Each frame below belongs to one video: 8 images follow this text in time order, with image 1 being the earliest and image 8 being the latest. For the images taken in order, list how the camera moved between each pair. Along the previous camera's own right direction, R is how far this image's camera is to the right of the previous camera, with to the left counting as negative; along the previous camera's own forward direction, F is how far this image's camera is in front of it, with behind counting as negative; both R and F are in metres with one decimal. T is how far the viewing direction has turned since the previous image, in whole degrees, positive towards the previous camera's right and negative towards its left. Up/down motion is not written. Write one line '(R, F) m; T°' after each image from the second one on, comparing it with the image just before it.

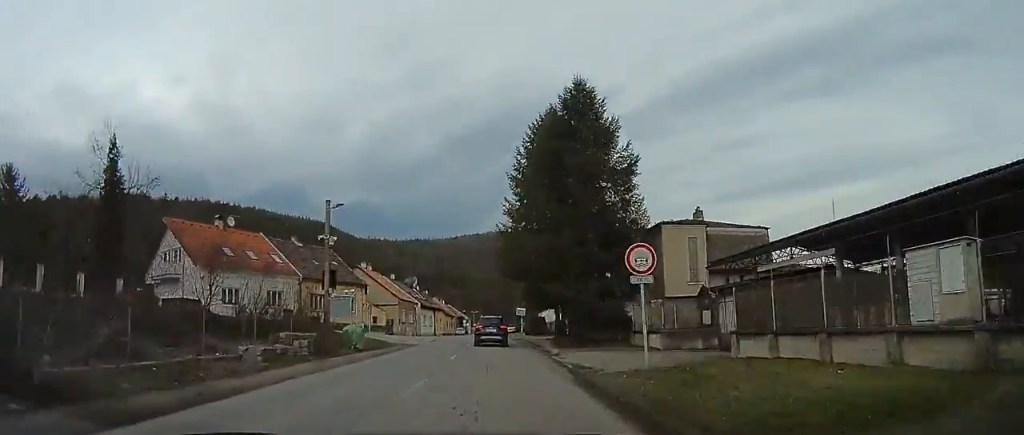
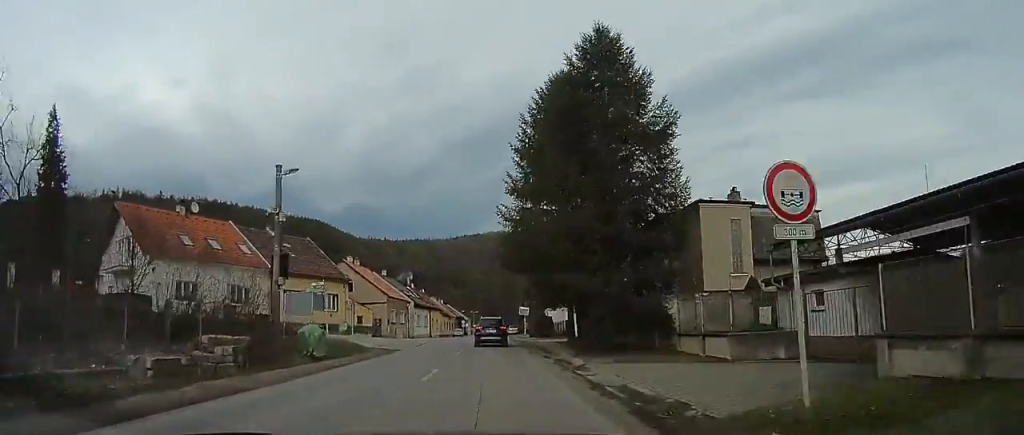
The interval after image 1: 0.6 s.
(+1.0, +6.0) m; +1°
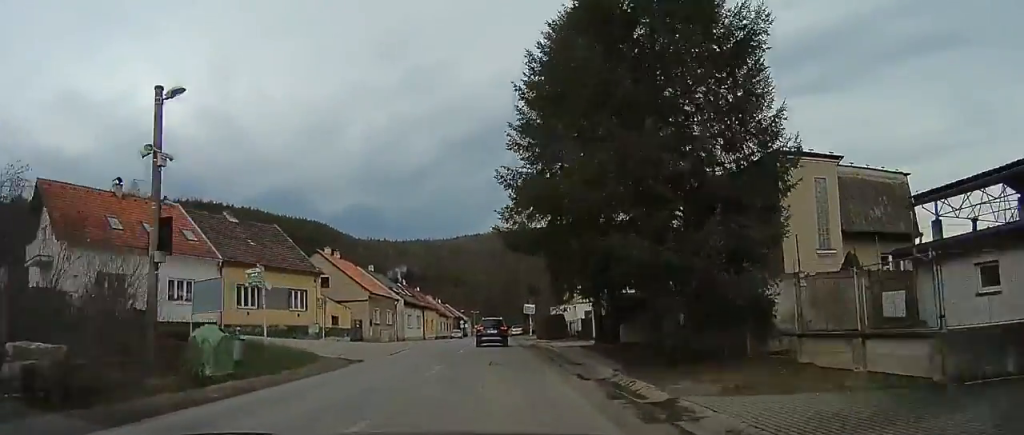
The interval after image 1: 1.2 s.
(+0.3, +6.9) m; -1°
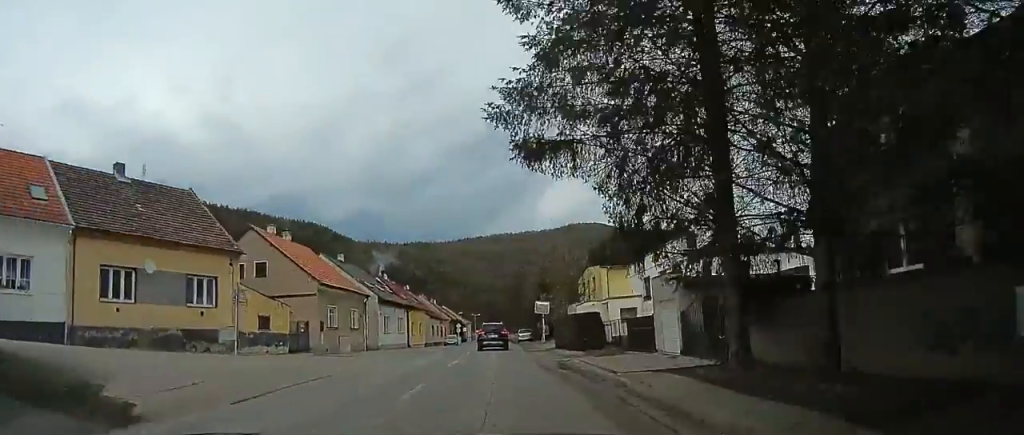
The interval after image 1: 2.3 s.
(-1.1, +12.4) m; -6°
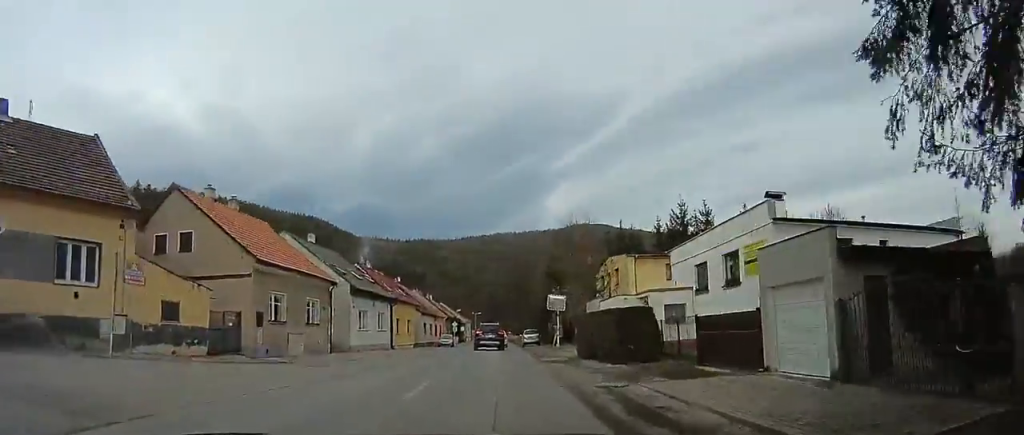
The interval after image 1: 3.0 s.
(0.0, +8.1) m; 0°
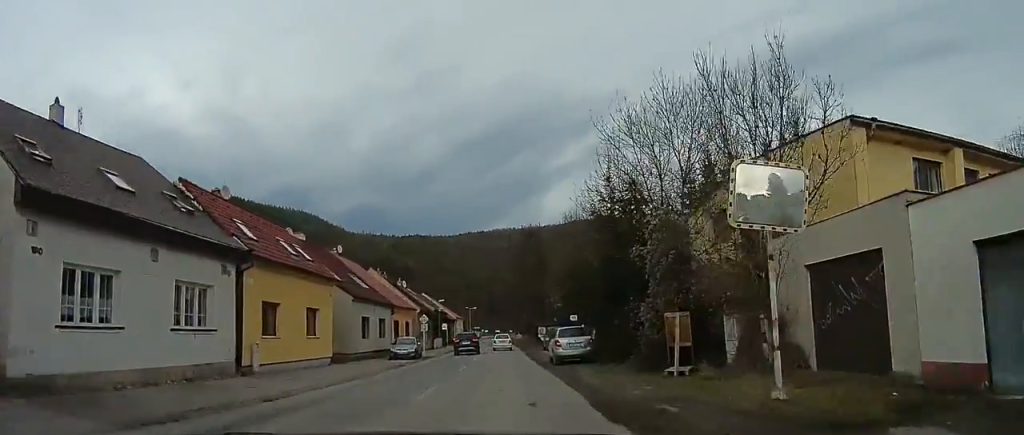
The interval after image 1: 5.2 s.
(0.0, +24.8) m; 0°
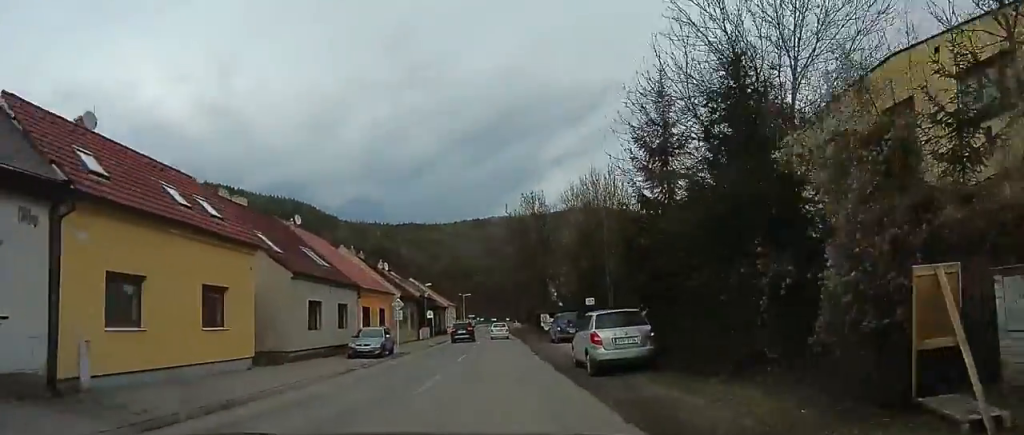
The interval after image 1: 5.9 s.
(0.0, +8.4) m; 0°
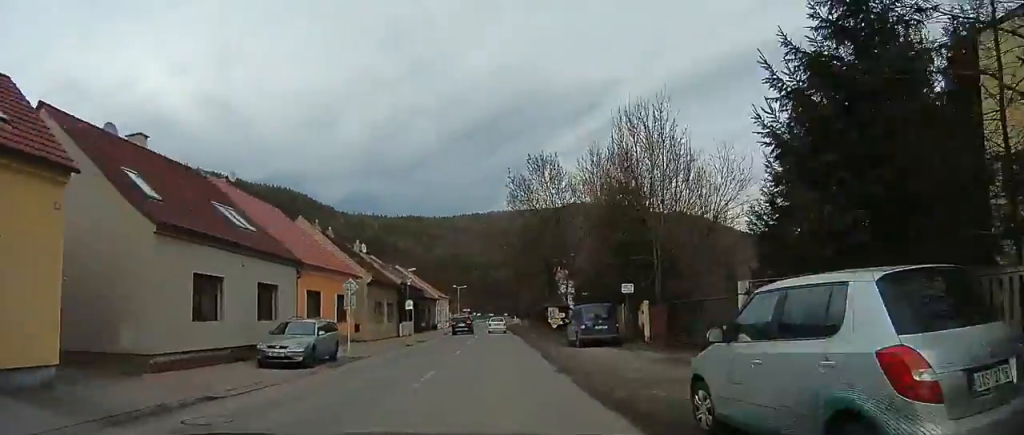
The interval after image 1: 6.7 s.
(0.0, +9.0) m; 0°
